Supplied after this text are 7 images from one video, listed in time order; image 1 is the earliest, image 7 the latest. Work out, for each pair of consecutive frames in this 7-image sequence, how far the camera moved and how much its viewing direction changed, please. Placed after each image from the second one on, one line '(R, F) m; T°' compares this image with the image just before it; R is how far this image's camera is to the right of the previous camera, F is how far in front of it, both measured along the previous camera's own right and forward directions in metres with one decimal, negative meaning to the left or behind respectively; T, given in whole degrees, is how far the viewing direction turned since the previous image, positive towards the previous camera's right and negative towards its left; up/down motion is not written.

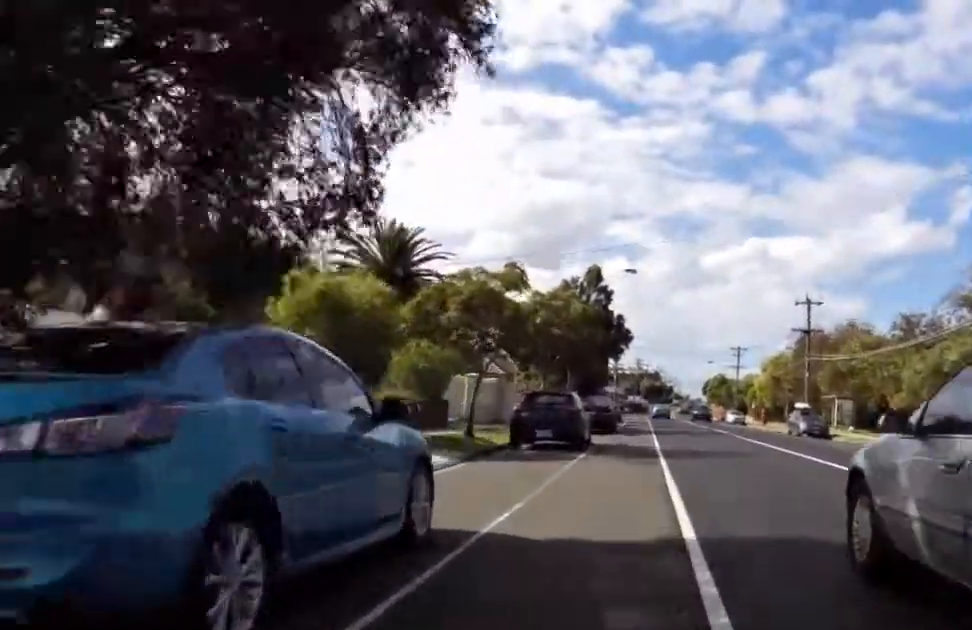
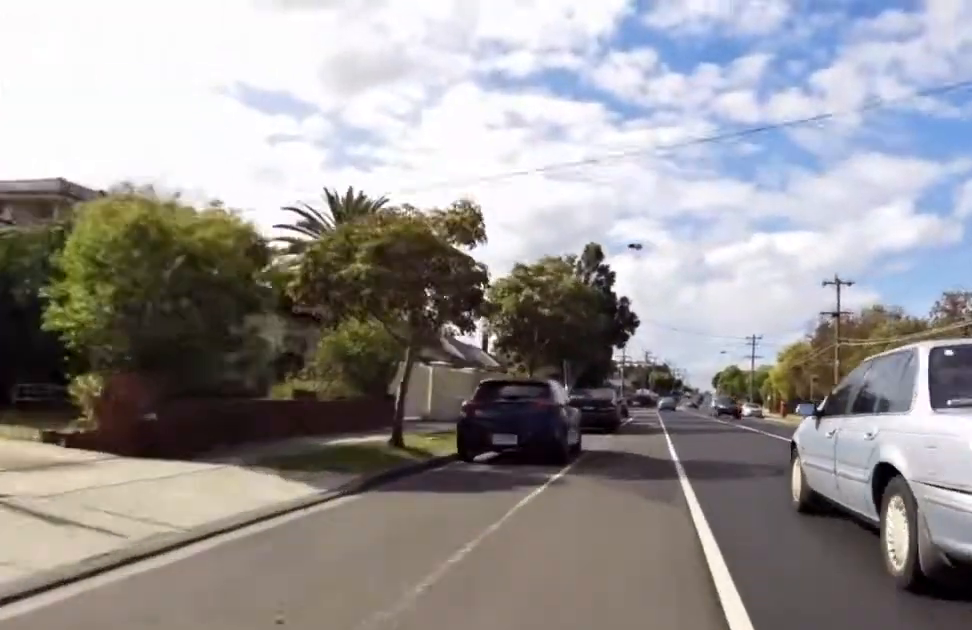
(0.0, +6.0) m; 0°
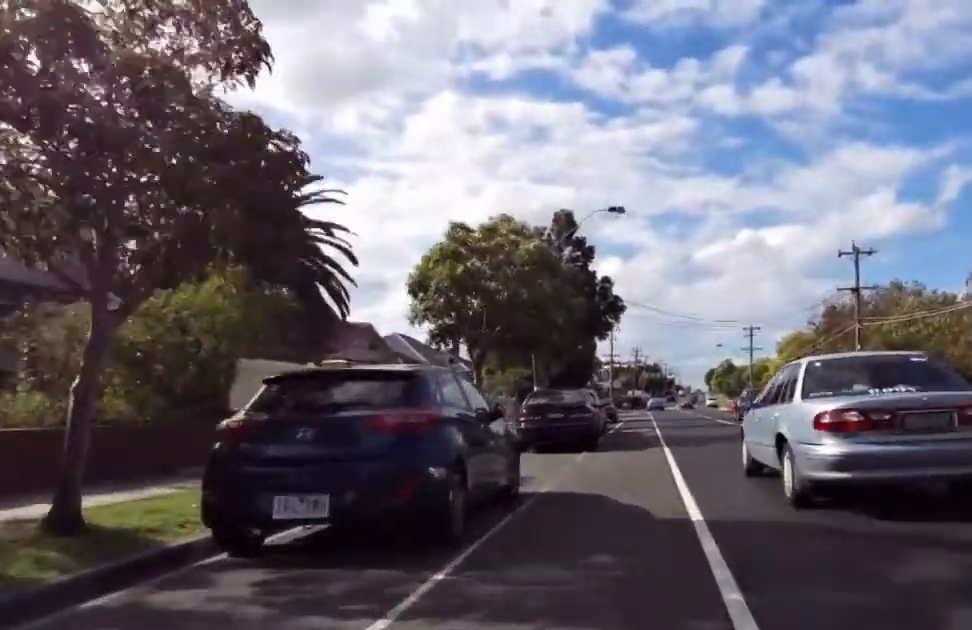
(0.0, +6.7) m; 0°
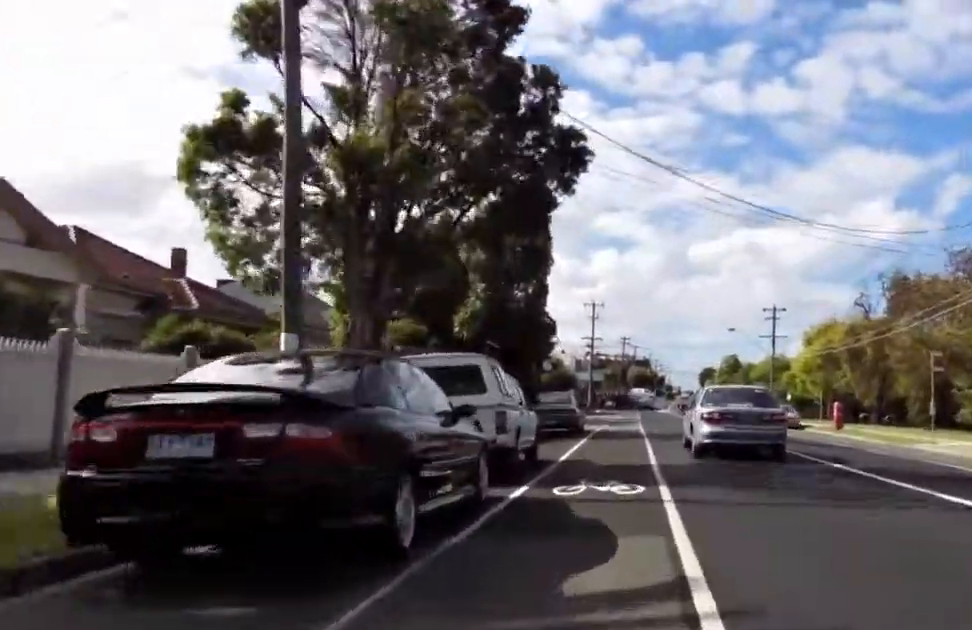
(0.0, +19.3) m; 0°
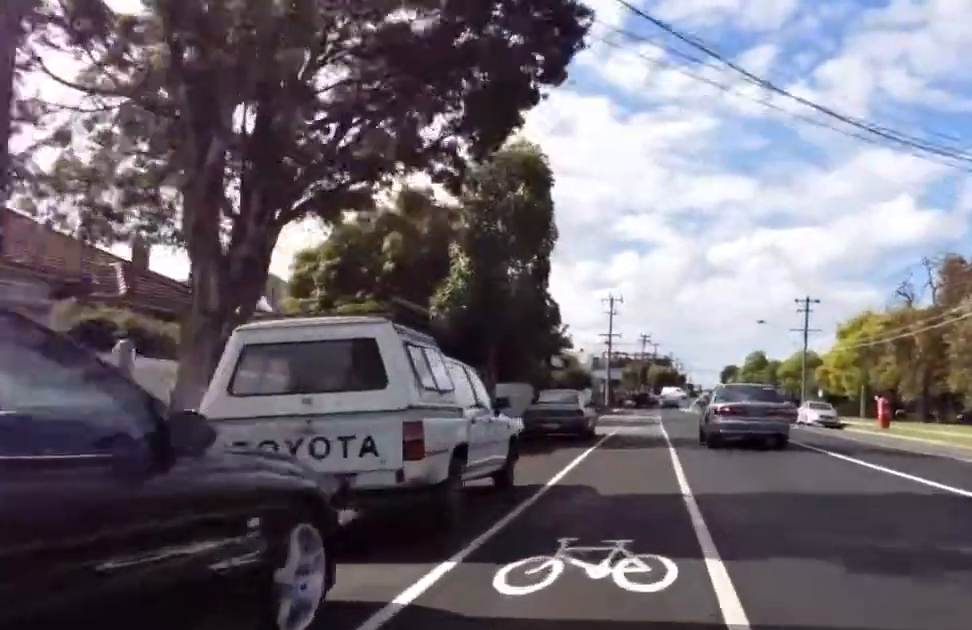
(0.0, +4.7) m; +2°
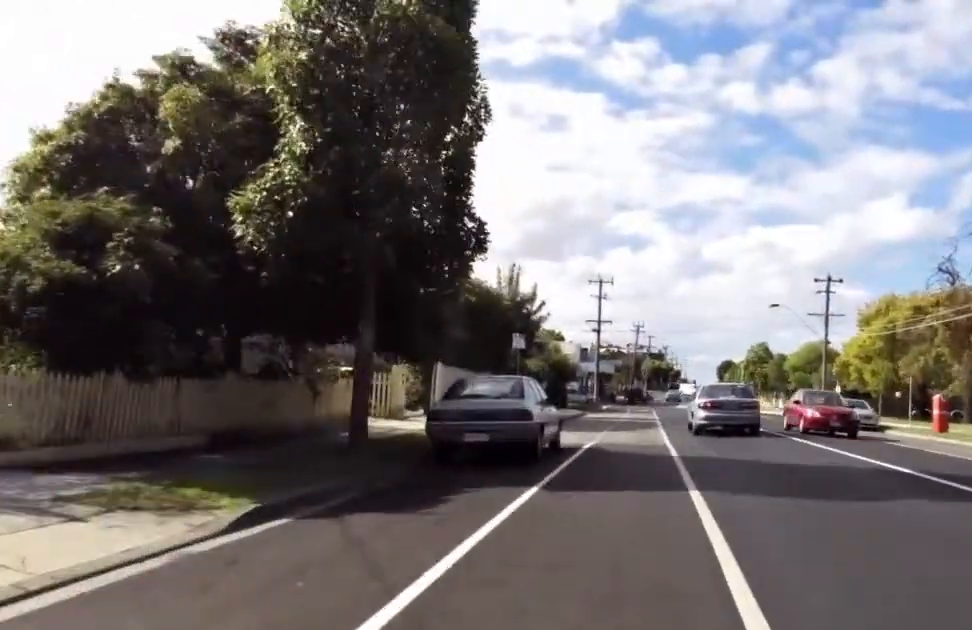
(+0.3, +8.5) m; +5°
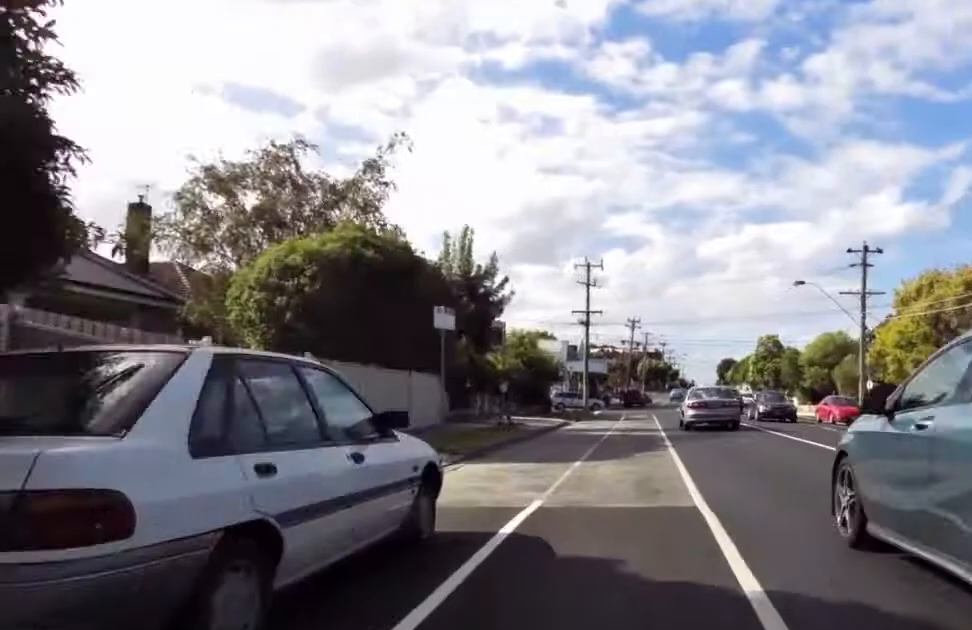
(+0.5, +9.0) m; -2°
